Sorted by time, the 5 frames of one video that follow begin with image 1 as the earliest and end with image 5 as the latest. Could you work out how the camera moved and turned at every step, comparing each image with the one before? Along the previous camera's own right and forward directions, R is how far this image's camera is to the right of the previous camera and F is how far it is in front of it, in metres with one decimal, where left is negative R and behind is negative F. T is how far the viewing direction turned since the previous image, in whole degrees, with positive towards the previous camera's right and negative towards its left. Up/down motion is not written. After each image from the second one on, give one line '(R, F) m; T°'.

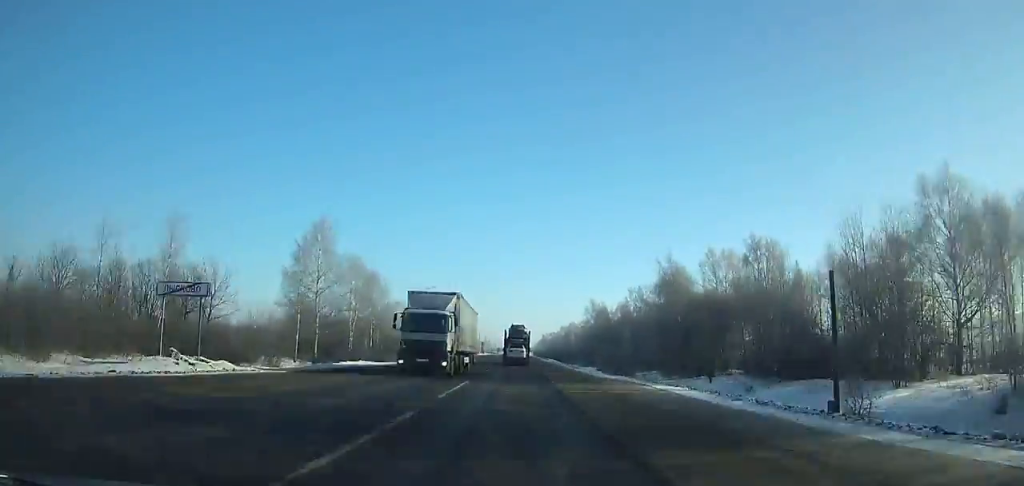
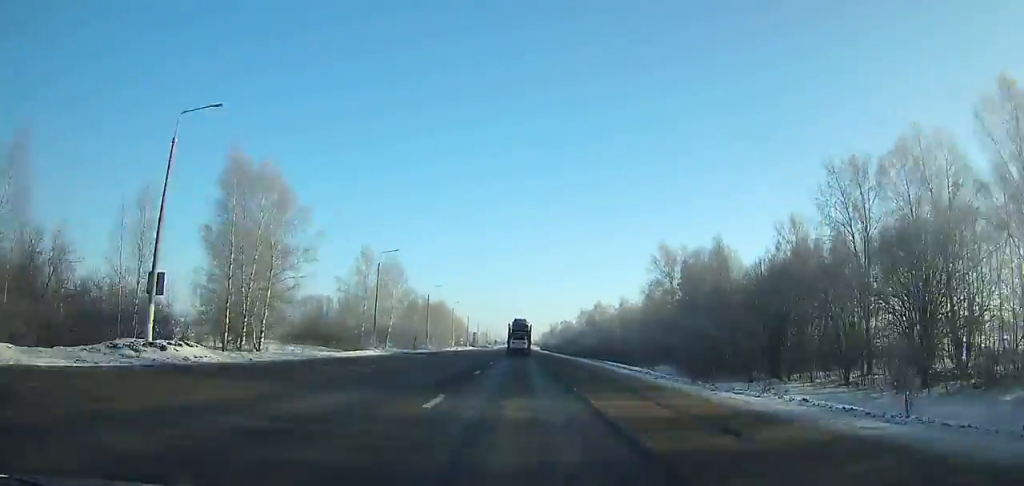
(0.0, +95.7) m; 0°
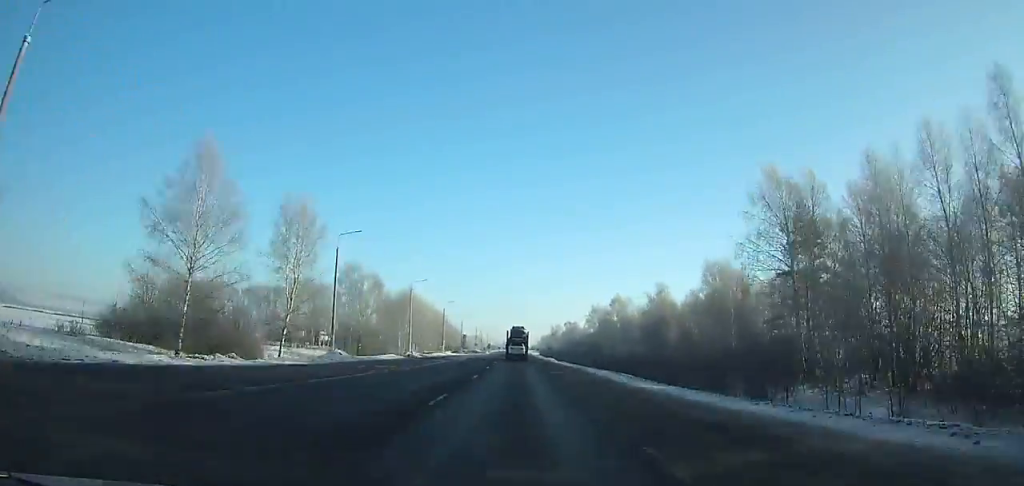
(+0.1, +46.8) m; 0°
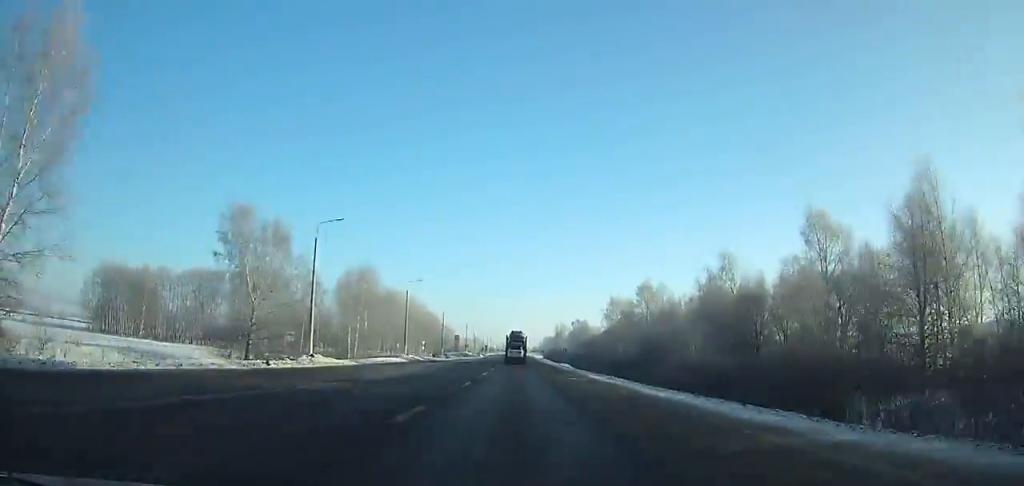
(0.0, +38.7) m; 0°
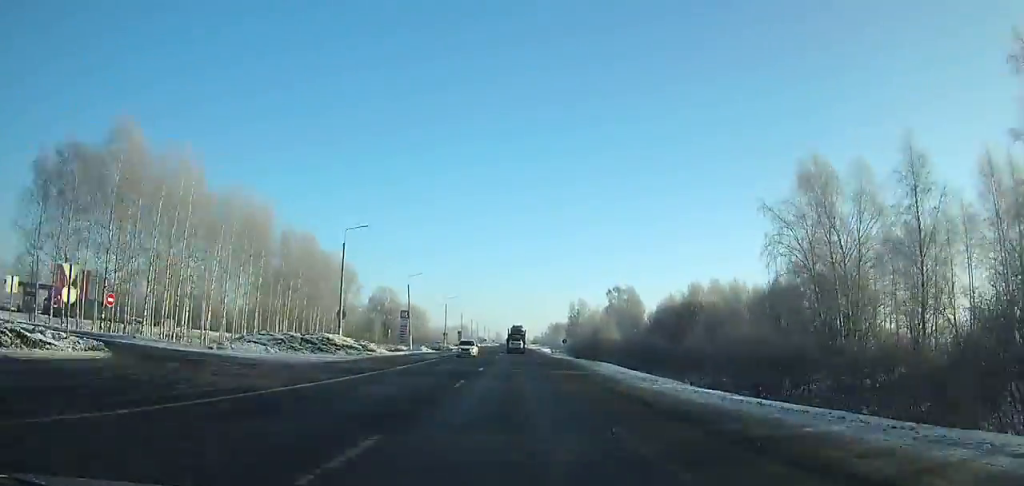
(+0.3, +112.7) m; 0°
